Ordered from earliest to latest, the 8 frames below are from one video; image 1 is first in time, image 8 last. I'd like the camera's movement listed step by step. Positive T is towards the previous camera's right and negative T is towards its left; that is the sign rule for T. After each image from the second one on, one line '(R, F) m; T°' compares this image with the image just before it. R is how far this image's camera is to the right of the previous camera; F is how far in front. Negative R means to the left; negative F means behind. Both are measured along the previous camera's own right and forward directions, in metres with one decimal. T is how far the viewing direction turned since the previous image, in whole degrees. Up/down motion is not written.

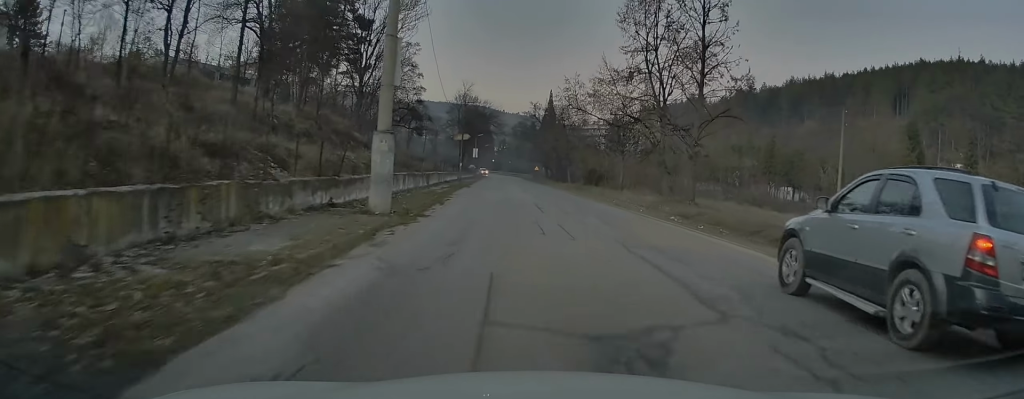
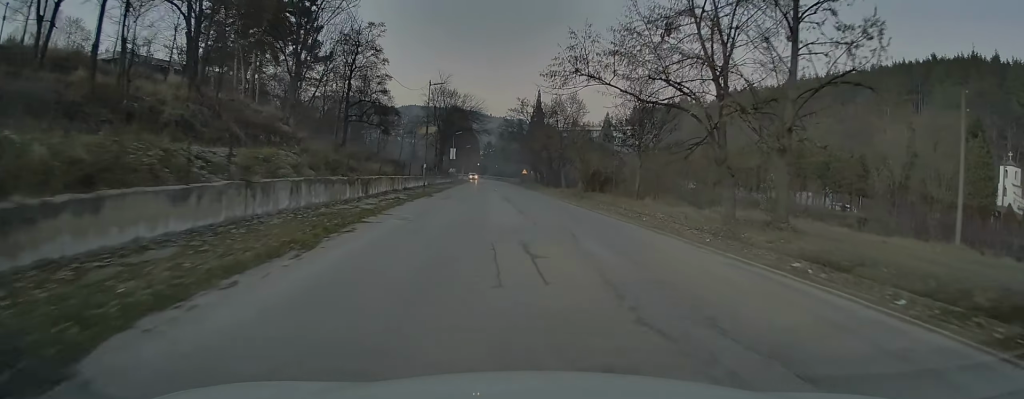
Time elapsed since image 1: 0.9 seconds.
(+0.1, +14.5) m; +1°
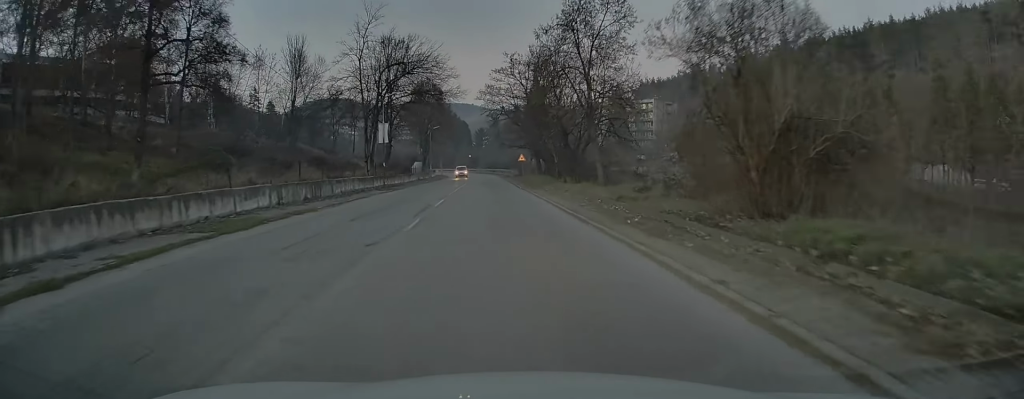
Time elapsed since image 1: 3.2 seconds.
(-0.3, +37.6) m; -2°
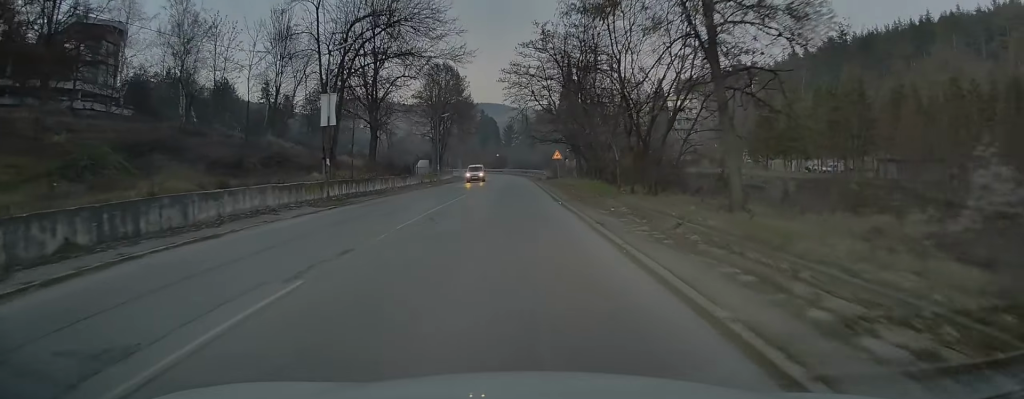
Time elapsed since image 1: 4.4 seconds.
(-0.3, +18.2) m; -1°
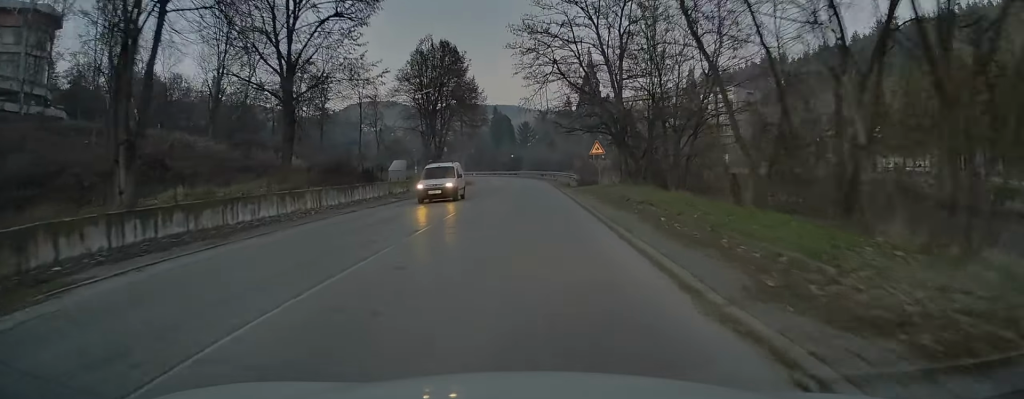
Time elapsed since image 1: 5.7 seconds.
(-0.2, +20.0) m; -1°
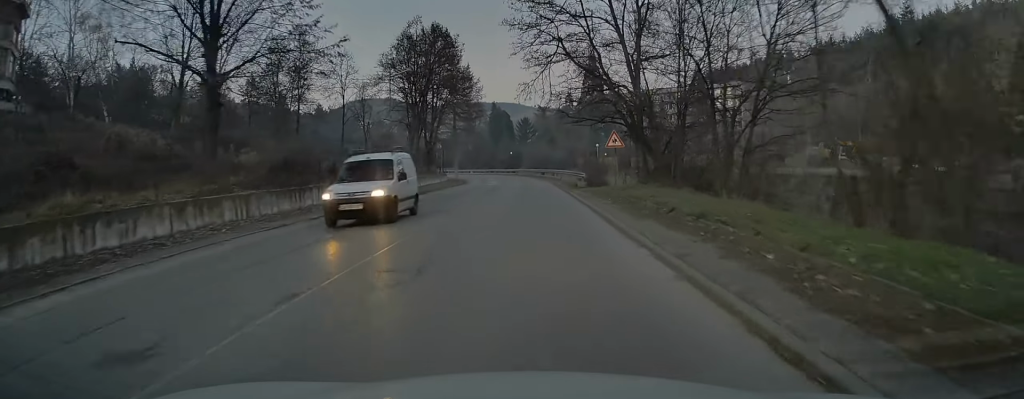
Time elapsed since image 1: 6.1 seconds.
(0.0, +7.0) m; 0°
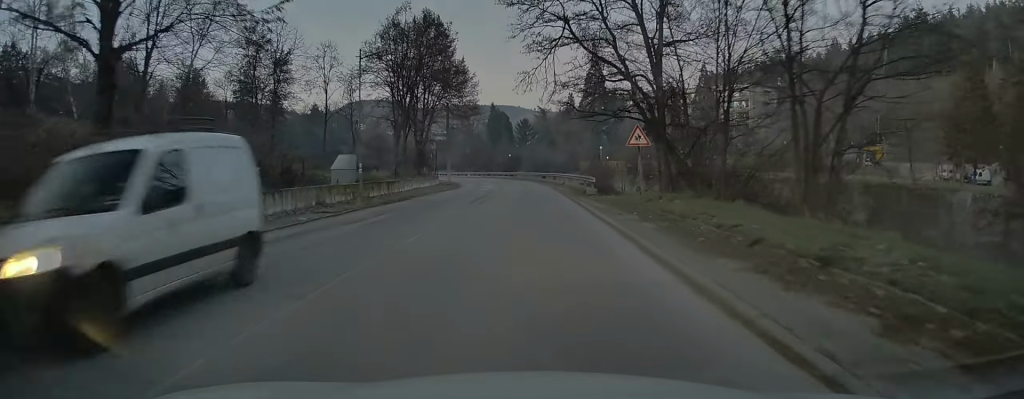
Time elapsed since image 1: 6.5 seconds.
(0.0, +6.0) m; 0°
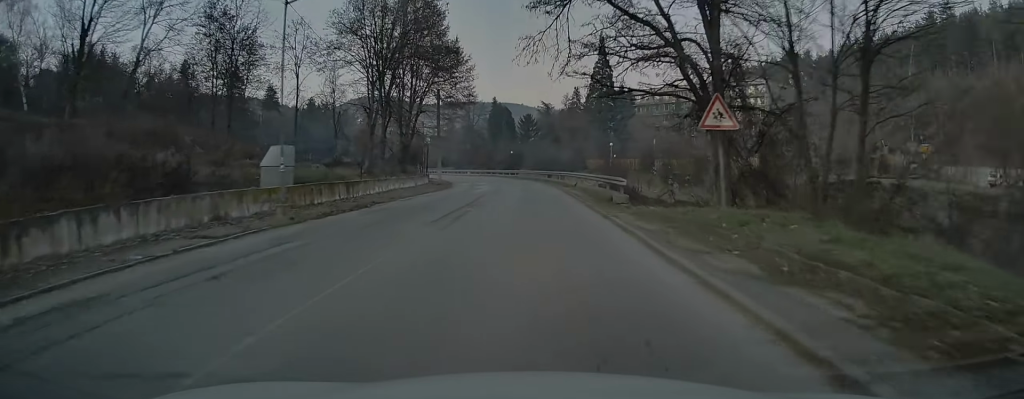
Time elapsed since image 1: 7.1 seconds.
(-0.1, +9.0) m; 0°
